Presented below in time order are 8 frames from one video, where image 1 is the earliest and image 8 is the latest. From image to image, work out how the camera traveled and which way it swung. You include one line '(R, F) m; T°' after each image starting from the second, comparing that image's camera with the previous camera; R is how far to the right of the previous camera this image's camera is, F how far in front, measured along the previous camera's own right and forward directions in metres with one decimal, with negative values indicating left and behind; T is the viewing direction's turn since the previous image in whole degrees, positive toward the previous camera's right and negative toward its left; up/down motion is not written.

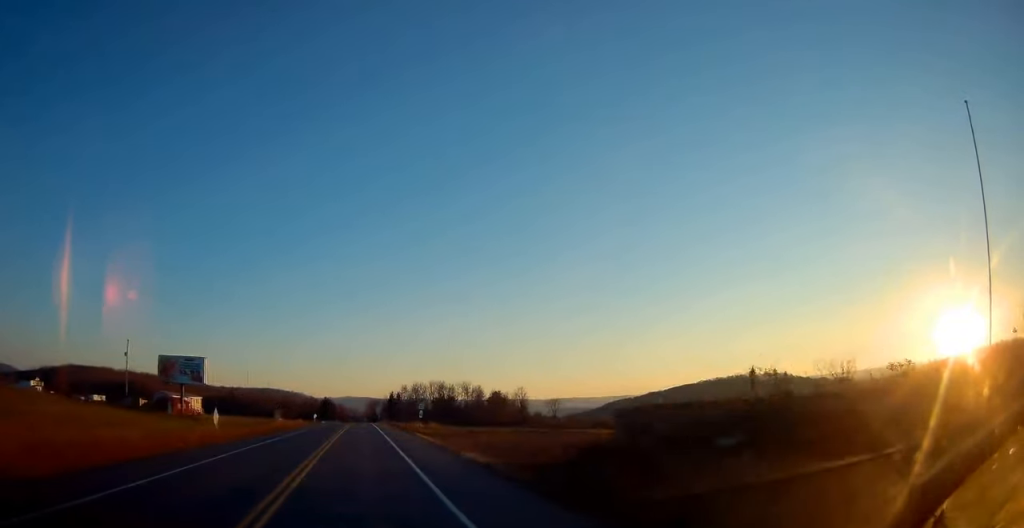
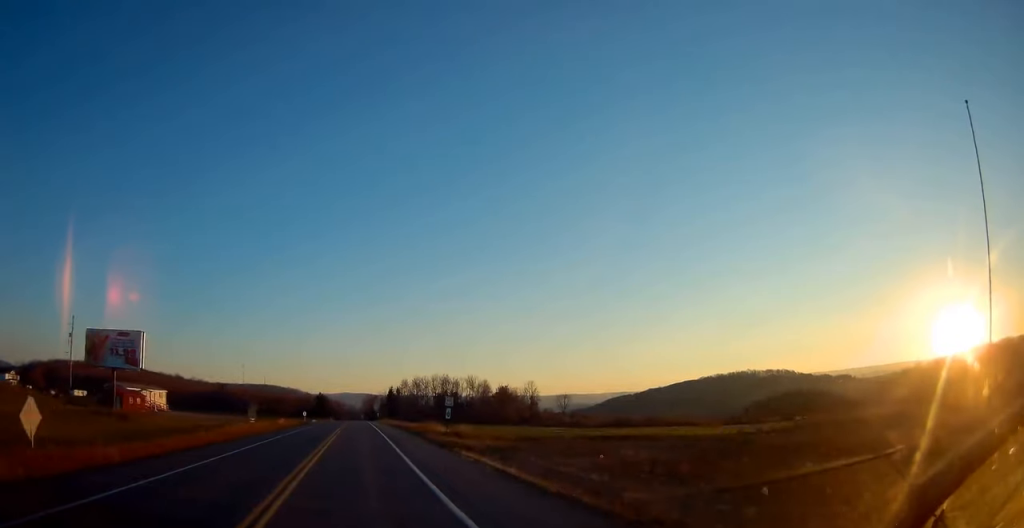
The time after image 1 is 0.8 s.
(+0.2, +20.9) m; 0°
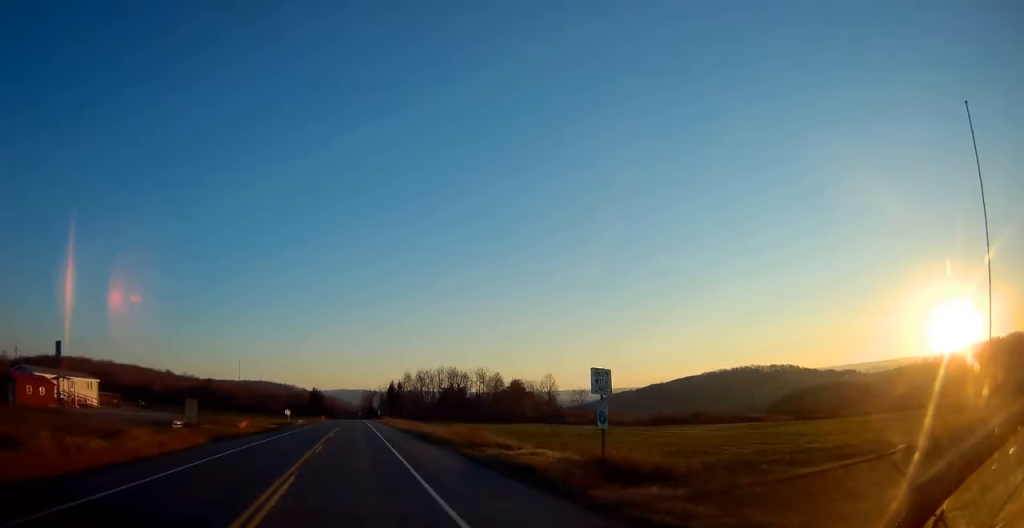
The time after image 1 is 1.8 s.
(0.0, +27.2) m; 0°
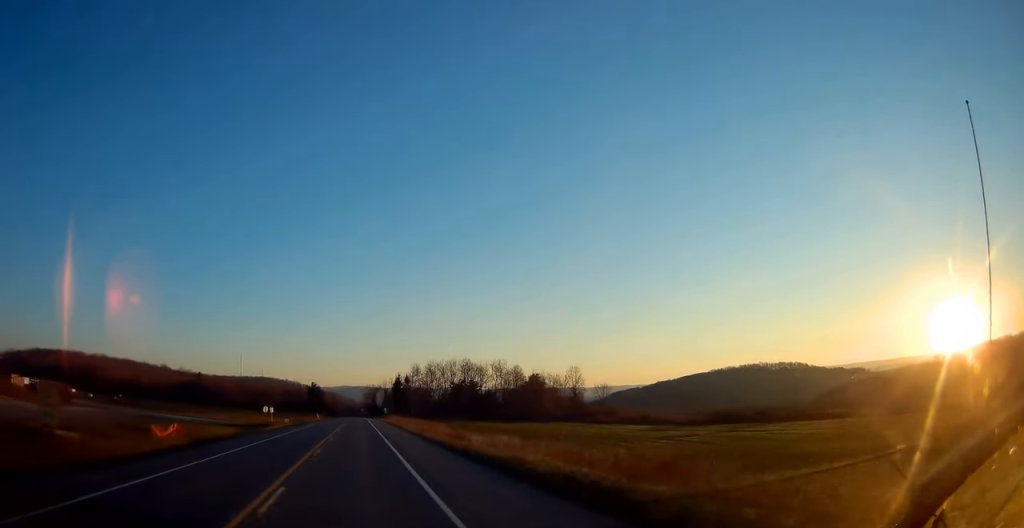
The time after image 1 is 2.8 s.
(+0.2, +24.5) m; 0°
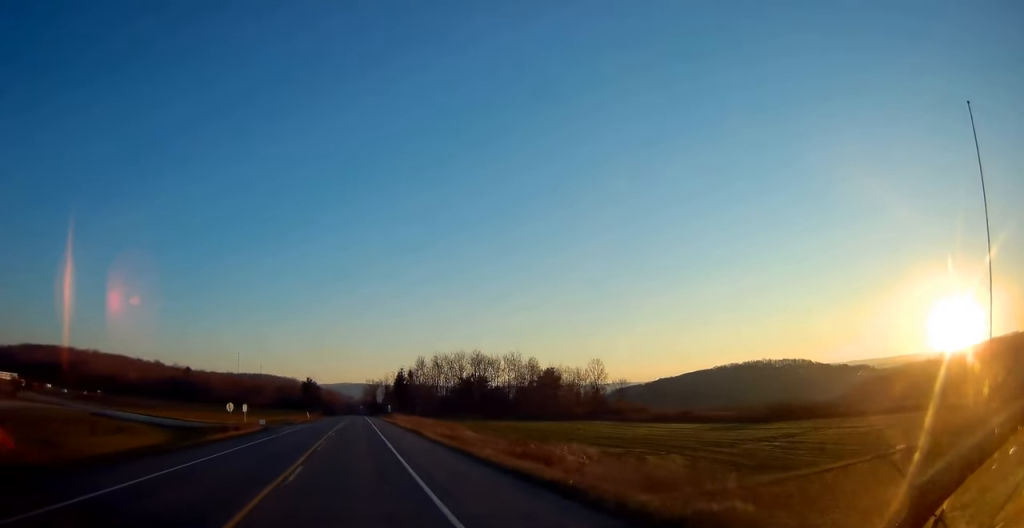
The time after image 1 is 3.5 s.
(-0.2, +20.1) m; 0°
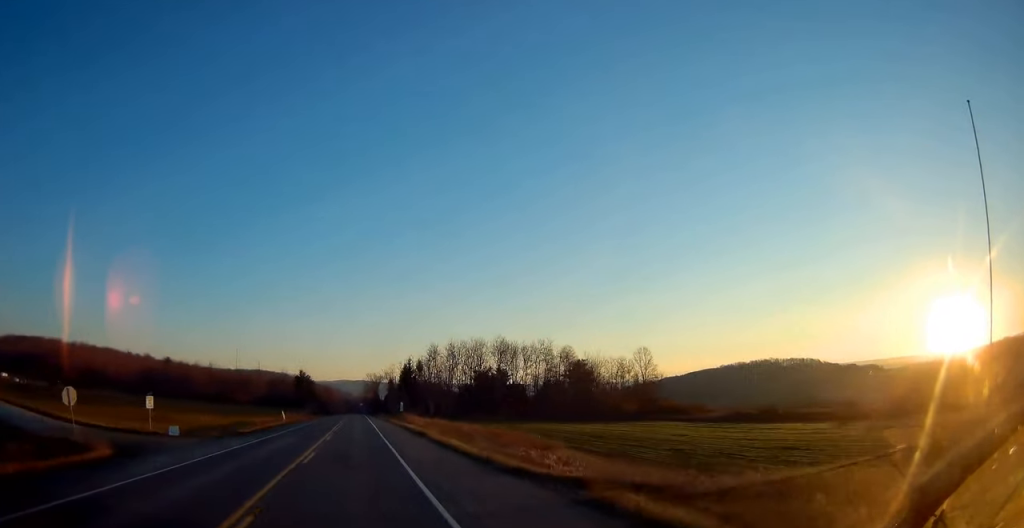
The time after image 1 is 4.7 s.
(+0.3, +31.4) m; 0°
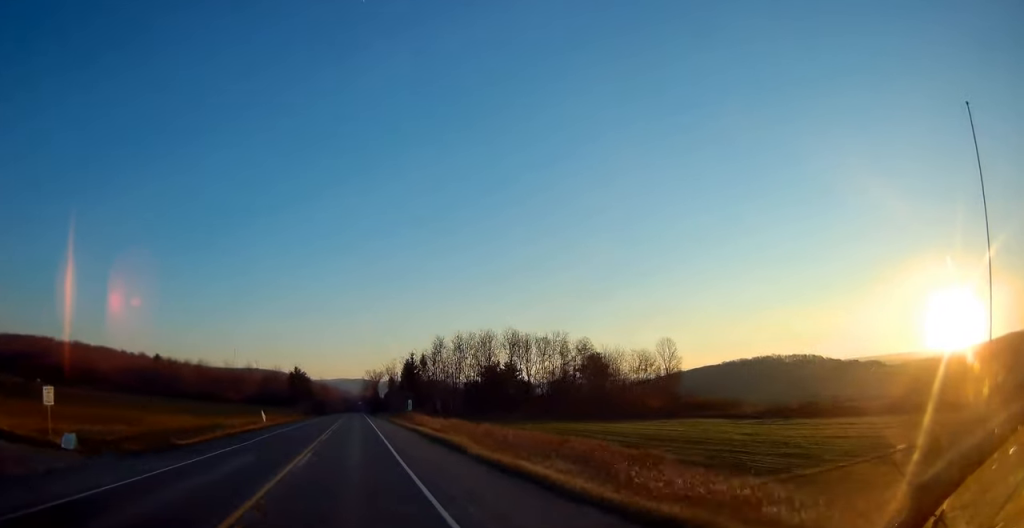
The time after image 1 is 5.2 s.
(-0.2, +13.2) m; 0°
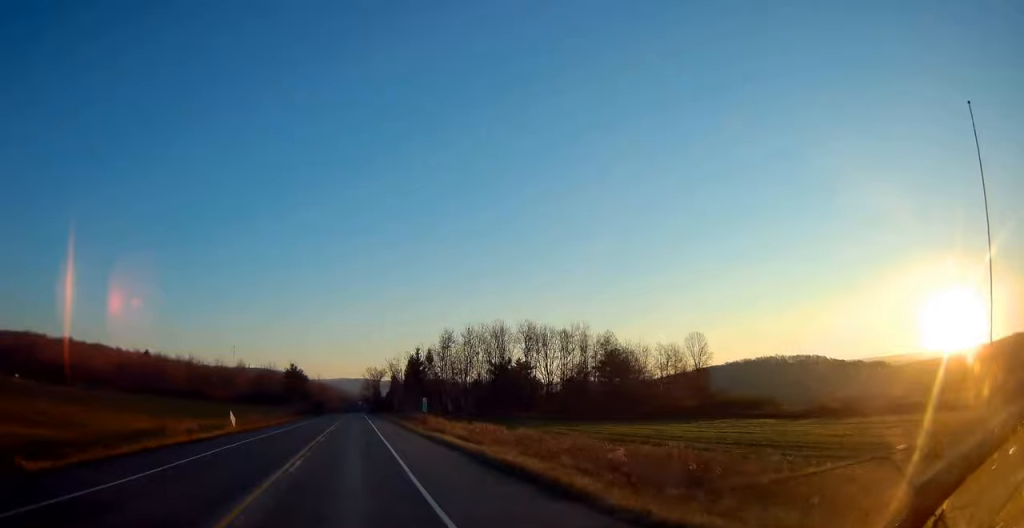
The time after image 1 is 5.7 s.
(-0.1, +13.2) m; 0°
